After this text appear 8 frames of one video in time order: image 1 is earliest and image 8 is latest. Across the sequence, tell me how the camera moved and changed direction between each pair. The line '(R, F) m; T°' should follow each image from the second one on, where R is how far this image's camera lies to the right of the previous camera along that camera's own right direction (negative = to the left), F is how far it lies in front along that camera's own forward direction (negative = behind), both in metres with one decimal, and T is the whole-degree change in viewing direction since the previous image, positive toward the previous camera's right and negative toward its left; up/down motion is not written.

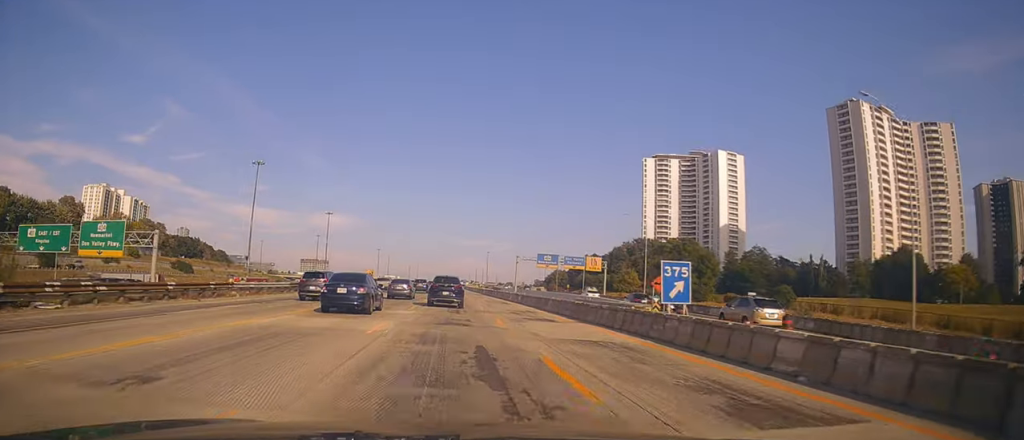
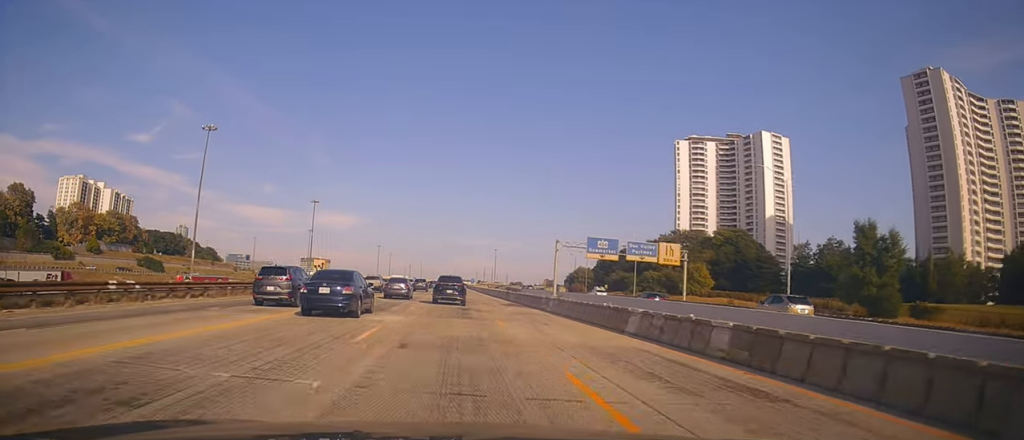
(+1.4, +37.1) m; +3°
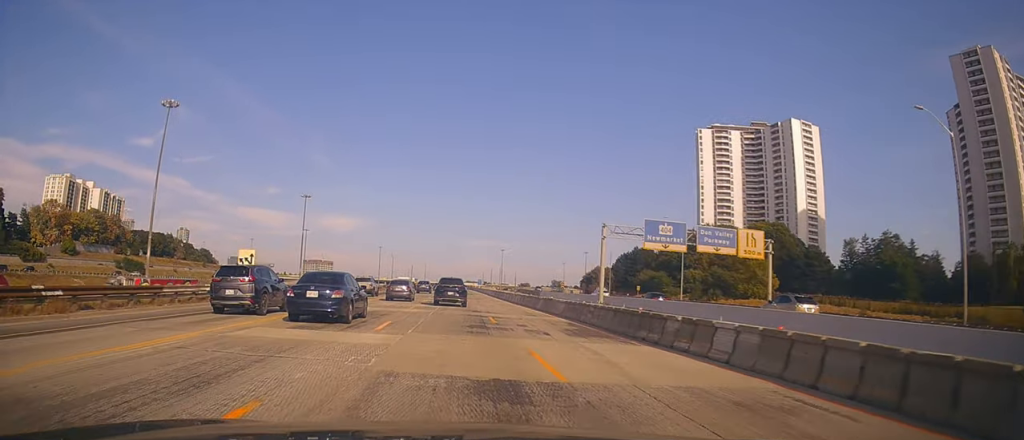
(-0.8, +20.6) m; -4°
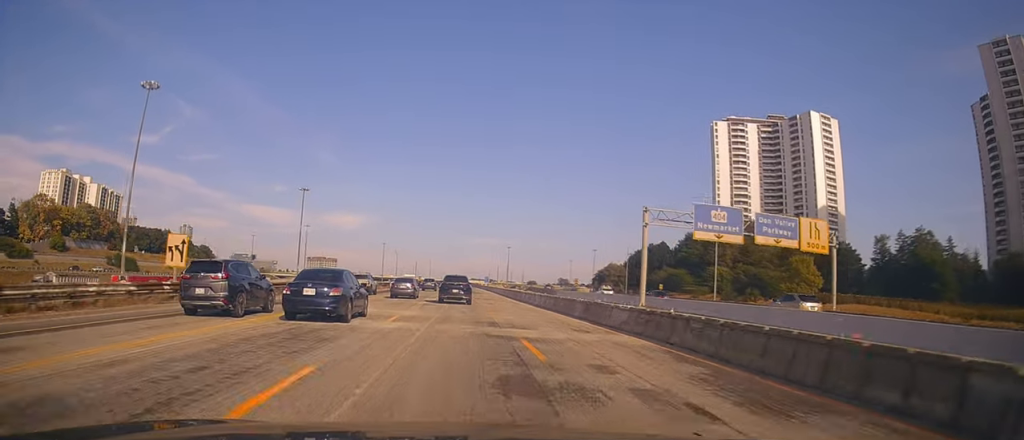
(-0.3, +9.9) m; 0°
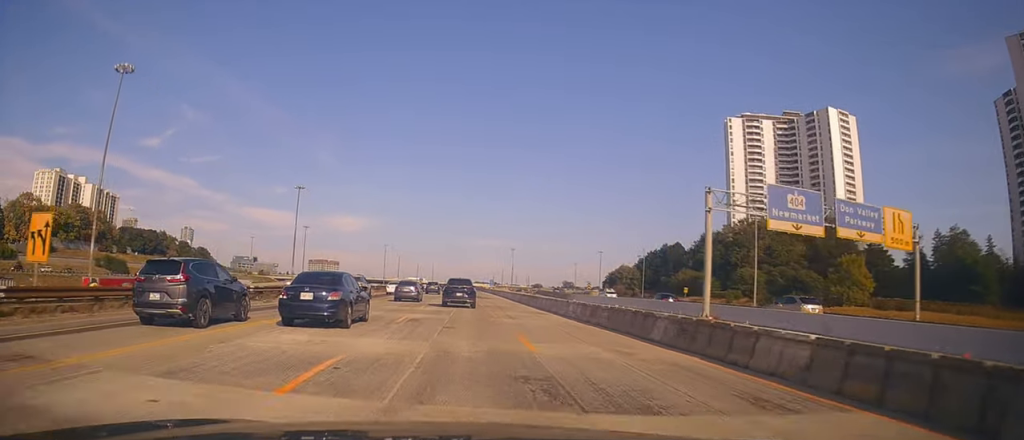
(+0.3, +10.0) m; +1°
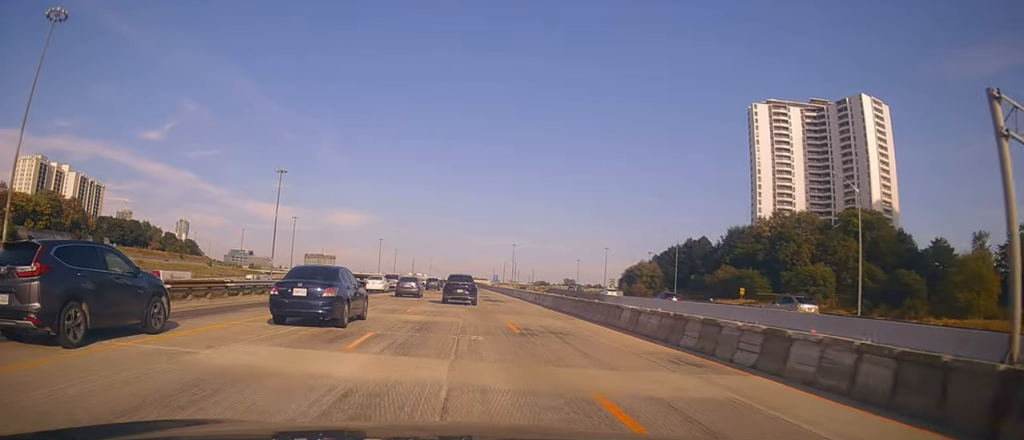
(+0.2, +20.0) m; +1°
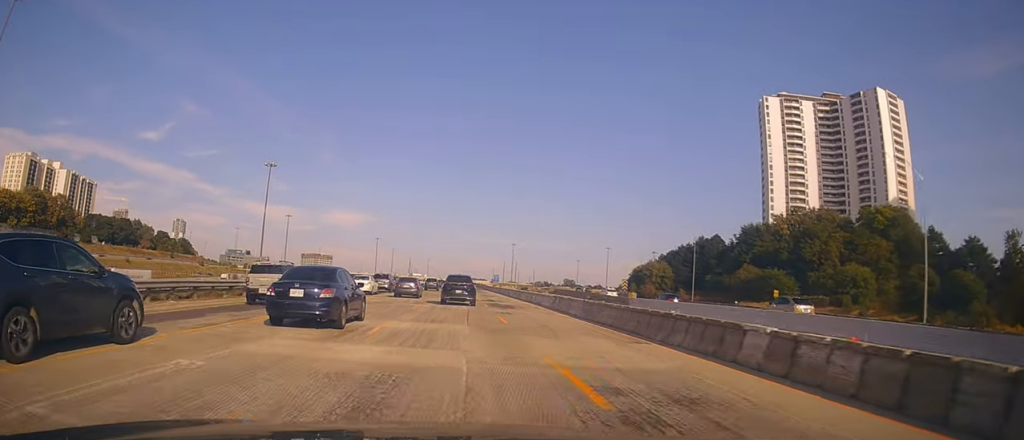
(0.0, +9.4) m; 0°
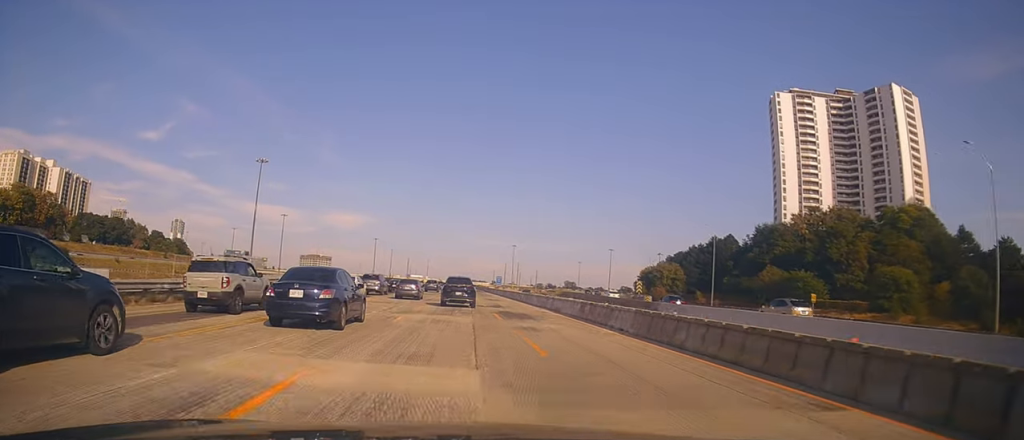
(0.0, +8.2) m; 0°
